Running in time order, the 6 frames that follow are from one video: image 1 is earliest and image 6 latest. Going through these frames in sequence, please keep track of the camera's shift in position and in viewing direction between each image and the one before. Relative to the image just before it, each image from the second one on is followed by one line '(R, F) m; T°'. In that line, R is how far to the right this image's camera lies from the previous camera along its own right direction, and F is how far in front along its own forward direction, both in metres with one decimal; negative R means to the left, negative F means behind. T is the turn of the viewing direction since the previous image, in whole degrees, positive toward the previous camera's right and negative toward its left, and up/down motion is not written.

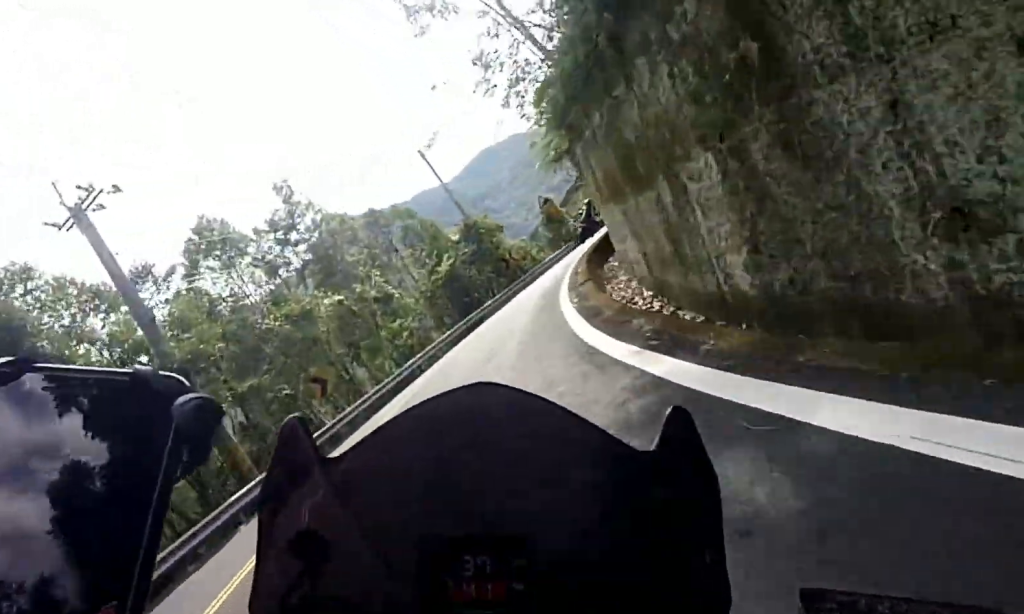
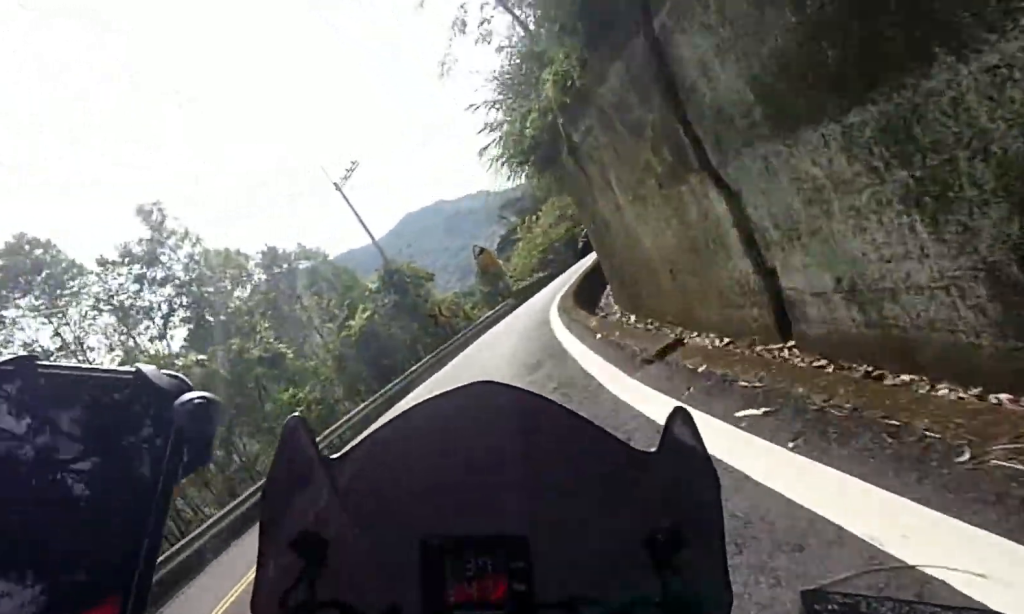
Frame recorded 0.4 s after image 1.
(+3.0, +5.9) m; +14°
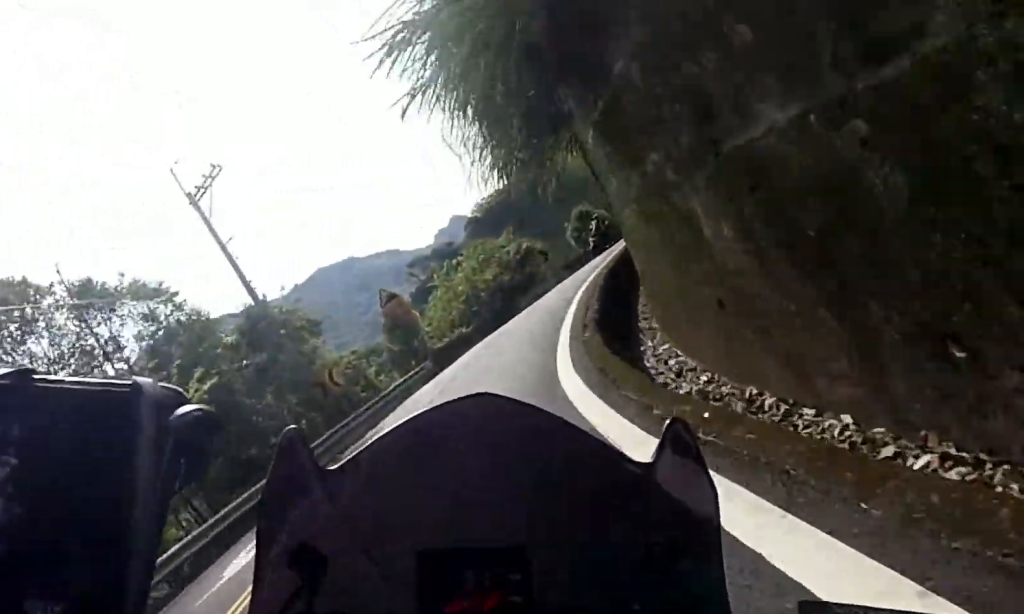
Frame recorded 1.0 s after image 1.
(+2.5, +7.9) m; +17°
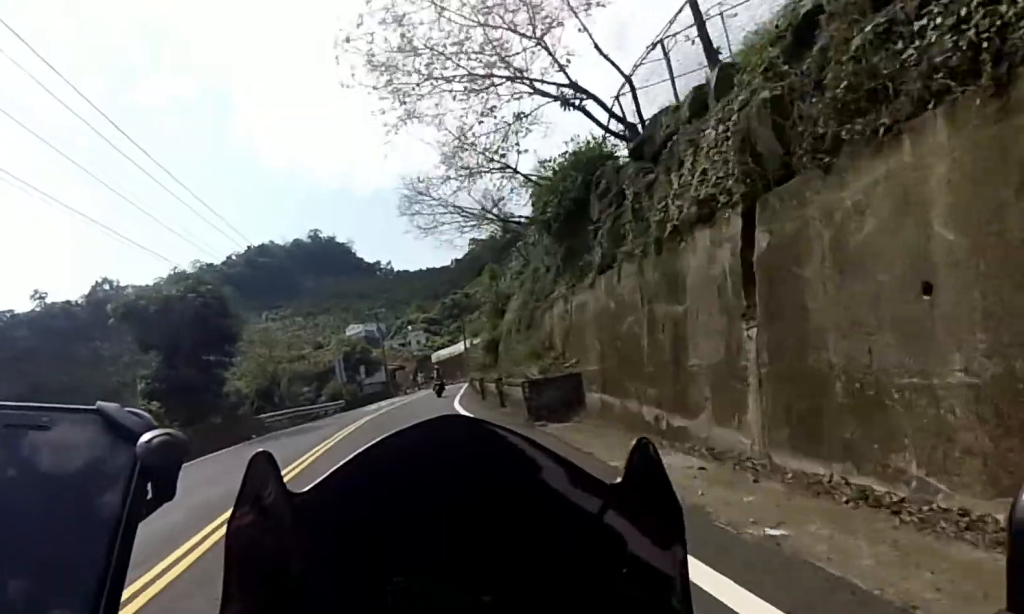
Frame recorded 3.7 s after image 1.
(+12.1, +46.2) m; +25°
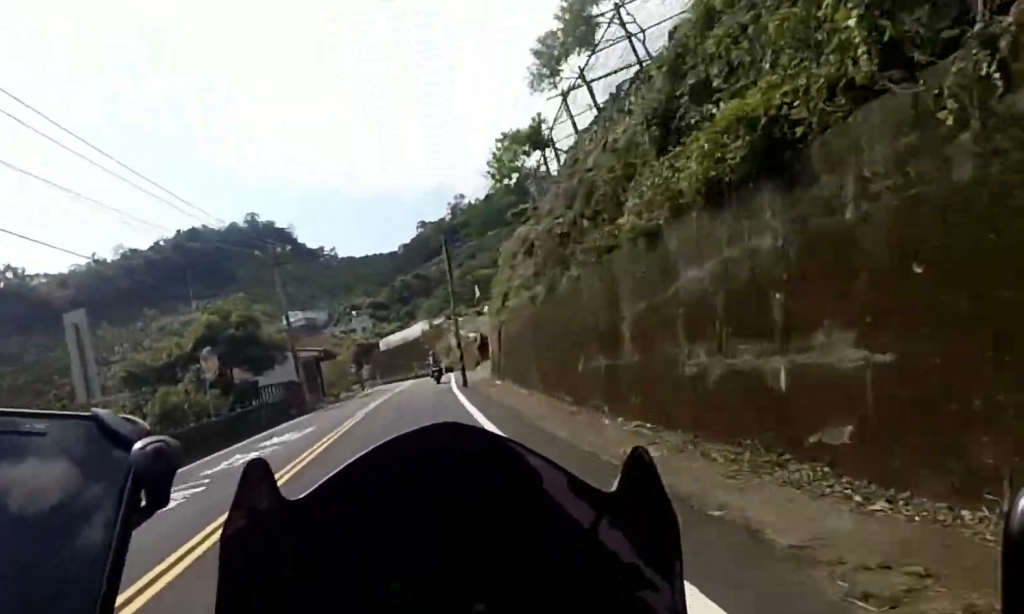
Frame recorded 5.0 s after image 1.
(+0.7, +25.8) m; +1°
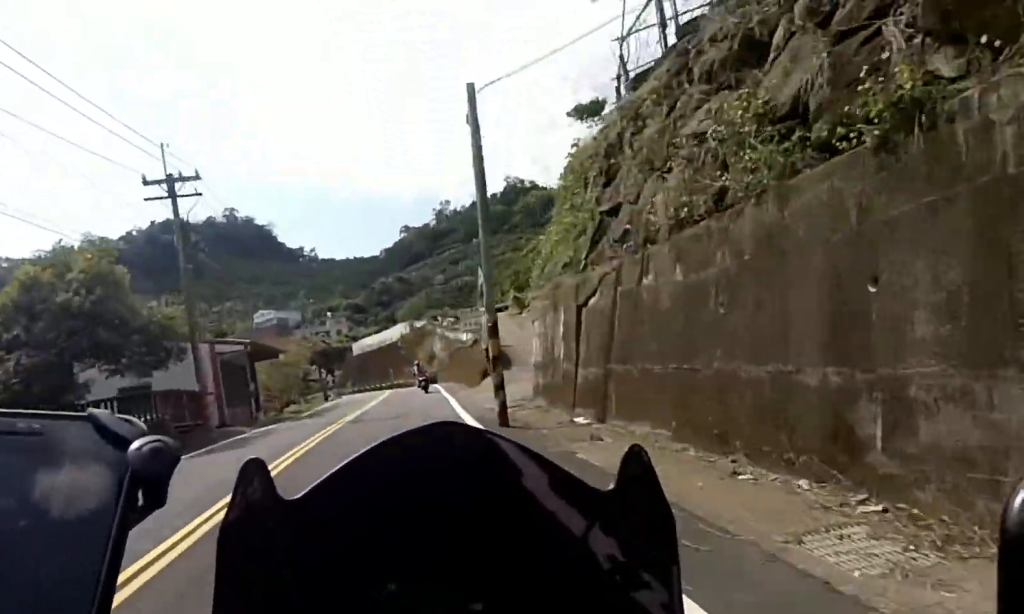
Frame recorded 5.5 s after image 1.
(0.0, +11.5) m; 0°
